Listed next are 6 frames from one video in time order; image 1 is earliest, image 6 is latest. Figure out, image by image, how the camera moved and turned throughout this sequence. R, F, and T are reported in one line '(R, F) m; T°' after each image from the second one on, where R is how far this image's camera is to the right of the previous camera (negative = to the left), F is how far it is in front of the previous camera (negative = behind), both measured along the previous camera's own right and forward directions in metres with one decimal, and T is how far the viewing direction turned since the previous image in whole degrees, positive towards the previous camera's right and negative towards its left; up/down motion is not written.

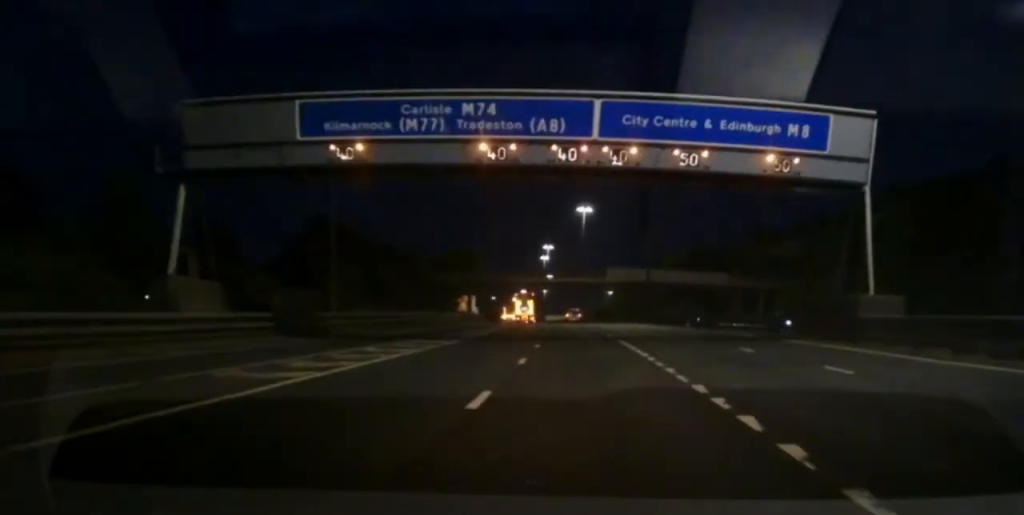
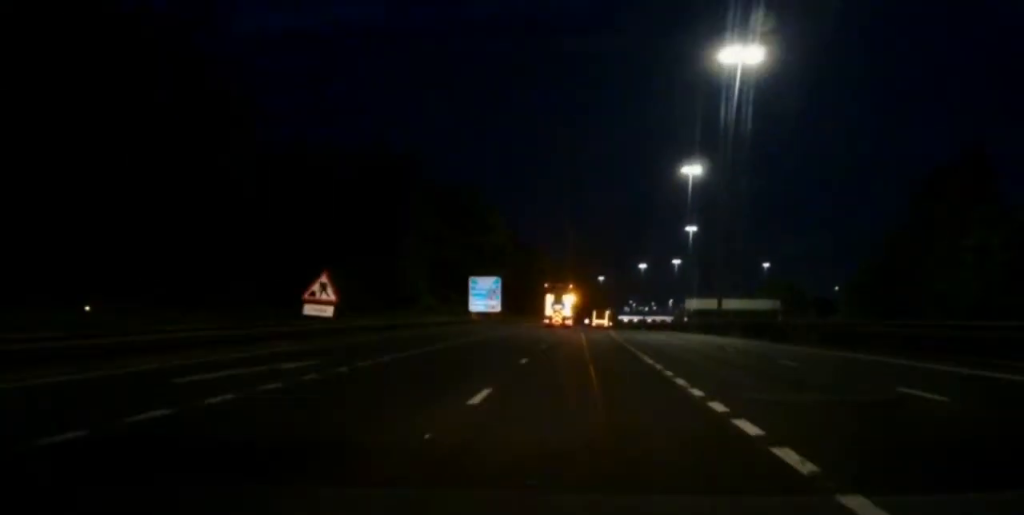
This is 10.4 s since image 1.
(-10.9, +187.9) m; -3°
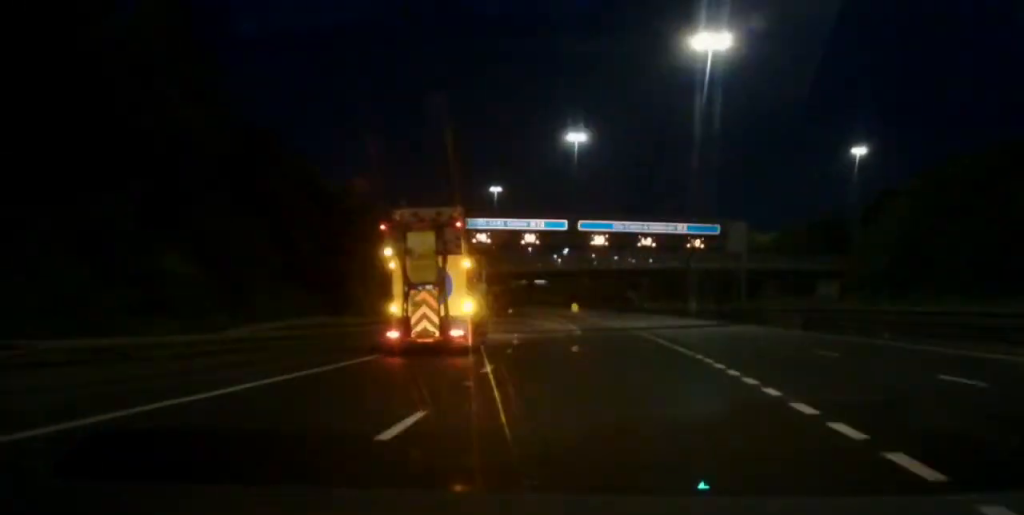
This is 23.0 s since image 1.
(+1.9, +235.6) m; -8°
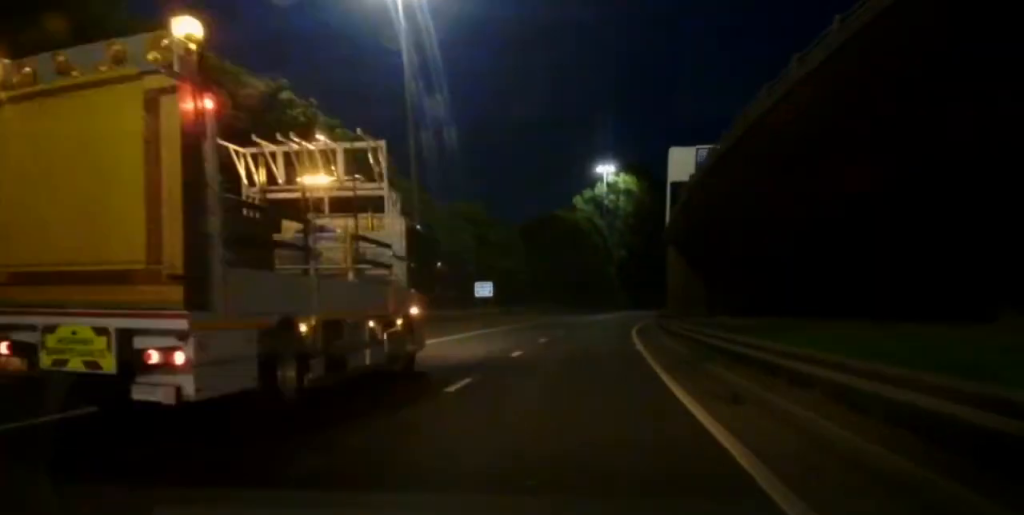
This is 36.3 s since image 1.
(-44.9, +275.7) m; -5°
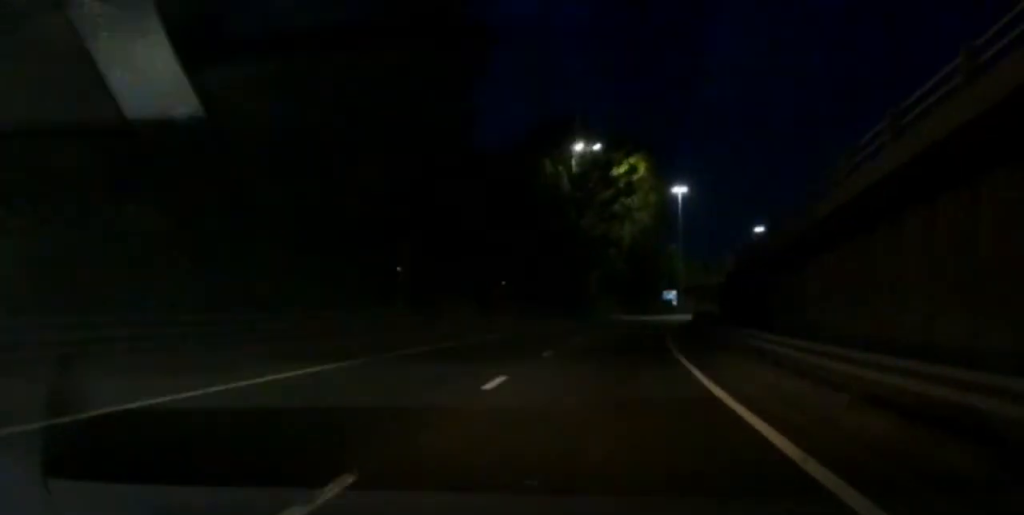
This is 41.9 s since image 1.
(+4.1, +119.9) m; +10°
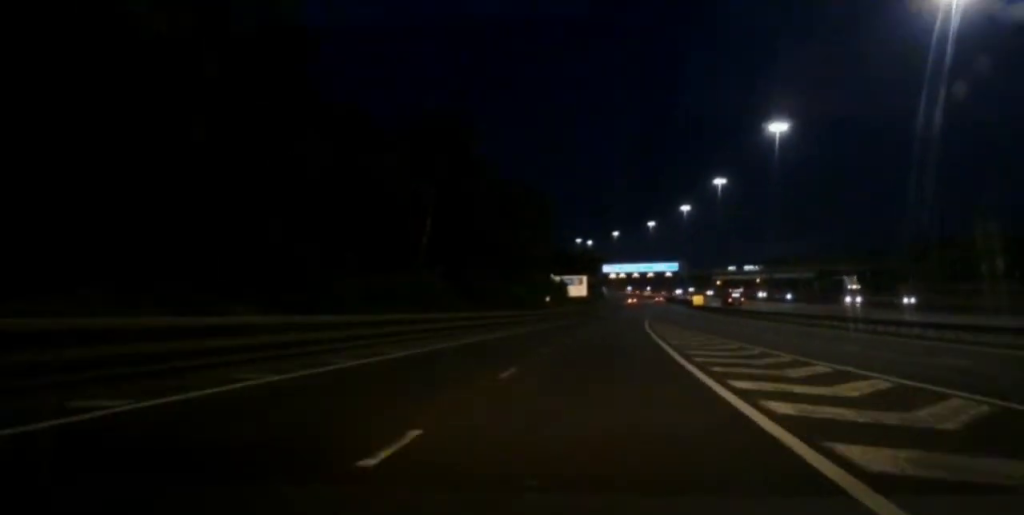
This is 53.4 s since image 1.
(+62.0, +246.9) m; +21°
